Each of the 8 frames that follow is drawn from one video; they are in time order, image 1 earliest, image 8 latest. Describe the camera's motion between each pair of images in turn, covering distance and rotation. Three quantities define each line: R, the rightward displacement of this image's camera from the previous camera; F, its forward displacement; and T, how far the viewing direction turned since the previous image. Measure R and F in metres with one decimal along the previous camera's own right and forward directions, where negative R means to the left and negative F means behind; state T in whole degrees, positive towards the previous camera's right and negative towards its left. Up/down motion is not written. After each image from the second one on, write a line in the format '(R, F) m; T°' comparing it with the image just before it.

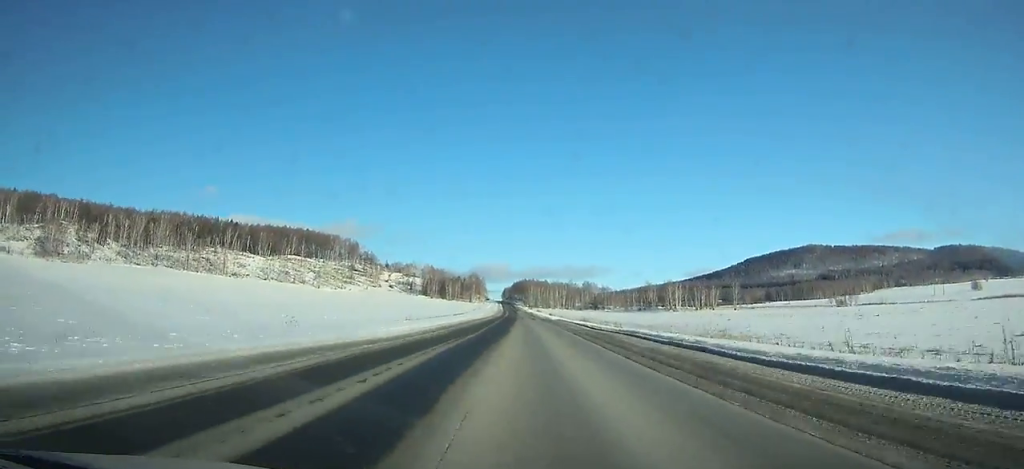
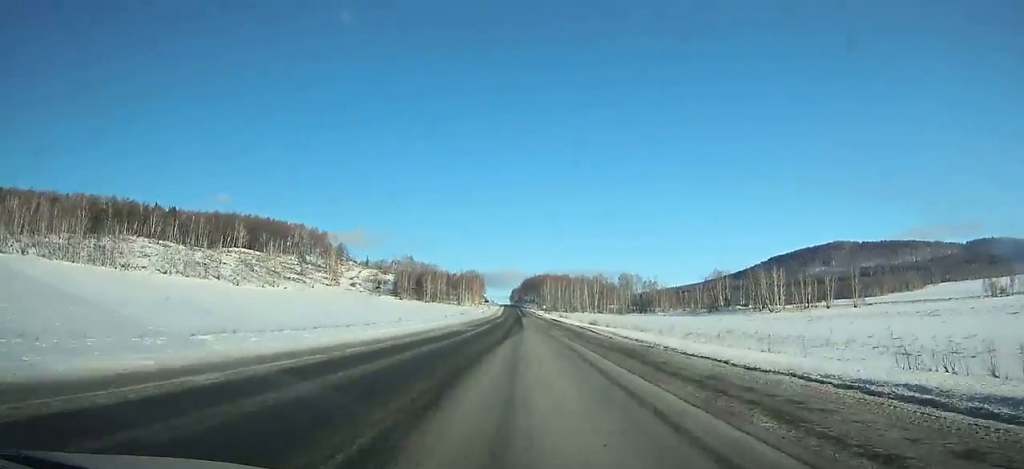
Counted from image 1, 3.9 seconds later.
(-2.0, +120.3) m; -2°
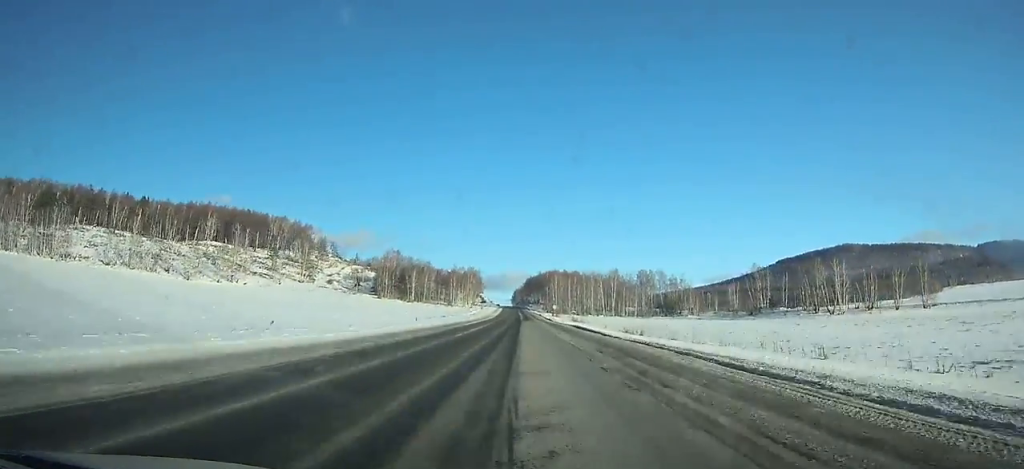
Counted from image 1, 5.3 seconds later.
(-0.1, +43.0) m; -1°
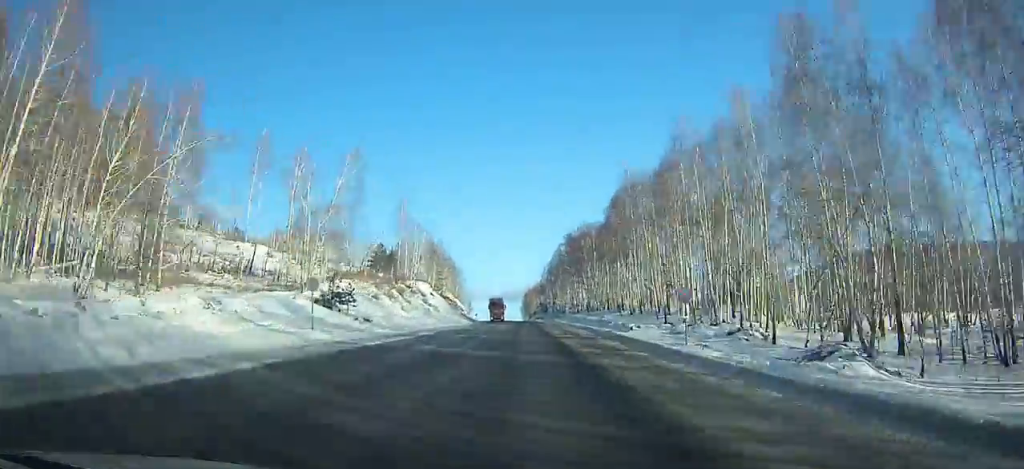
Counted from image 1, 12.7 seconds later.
(-3.1, +221.4) m; -1°
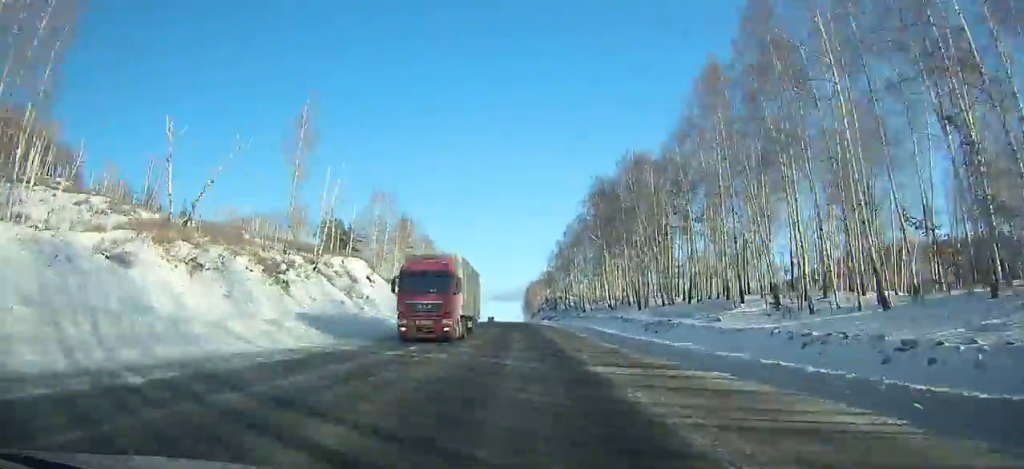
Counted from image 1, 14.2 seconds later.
(+0.1, +43.5) m; -1°
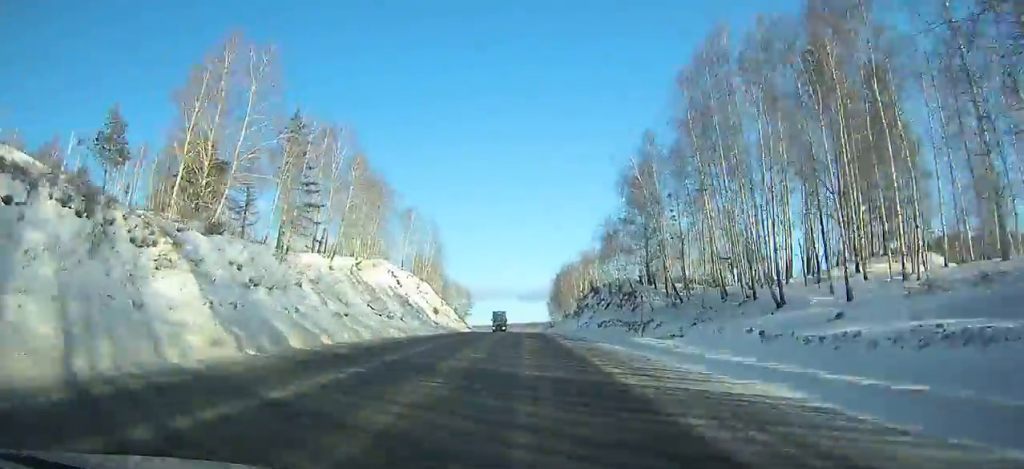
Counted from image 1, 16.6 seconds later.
(-0.7, +68.2) m; -1°
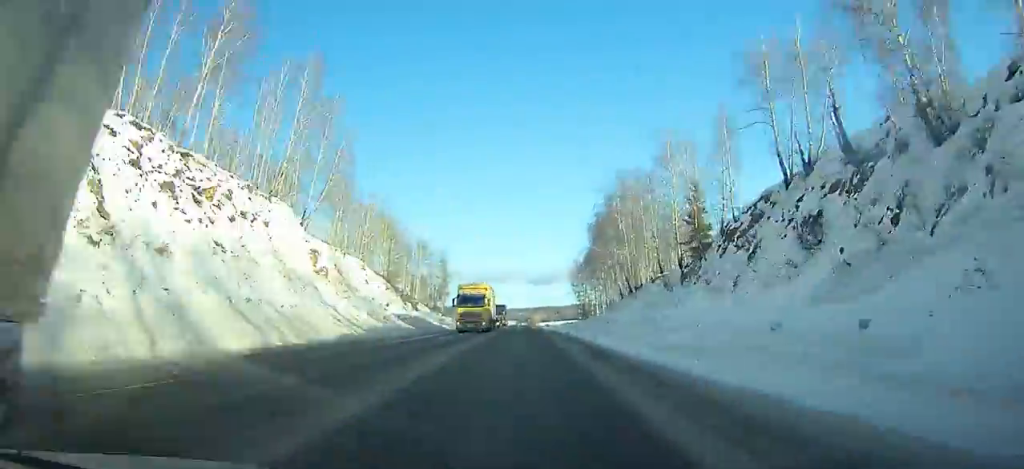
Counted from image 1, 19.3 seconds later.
(-1.3, +75.0) m; -1°
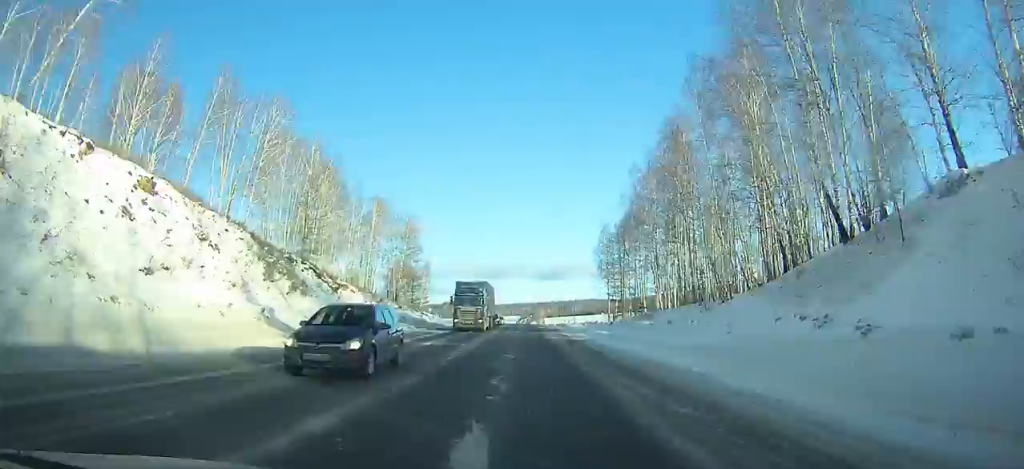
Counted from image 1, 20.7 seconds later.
(-0.3, +38.3) m; 0°
